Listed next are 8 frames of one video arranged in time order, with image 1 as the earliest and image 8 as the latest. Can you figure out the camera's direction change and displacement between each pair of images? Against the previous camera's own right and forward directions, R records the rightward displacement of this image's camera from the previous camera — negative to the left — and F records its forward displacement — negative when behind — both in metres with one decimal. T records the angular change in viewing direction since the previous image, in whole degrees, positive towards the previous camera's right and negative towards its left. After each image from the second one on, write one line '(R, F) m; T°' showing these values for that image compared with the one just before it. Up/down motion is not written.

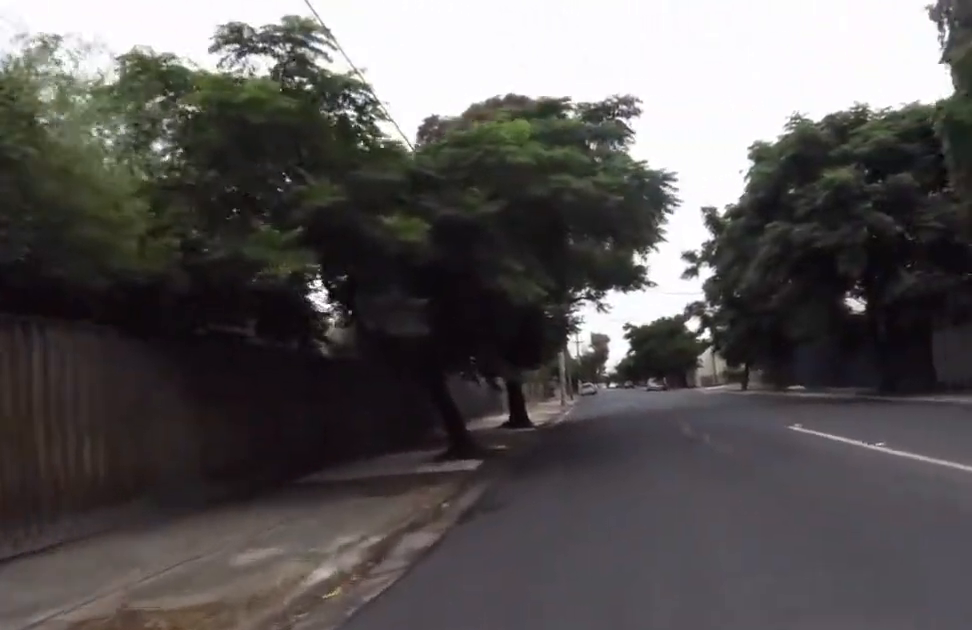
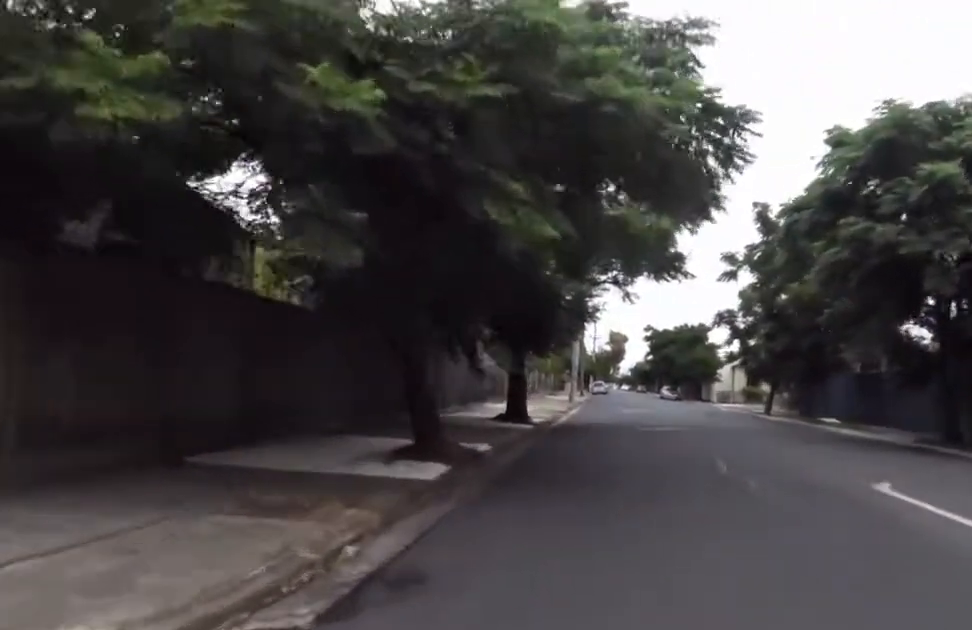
(+0.2, +3.1) m; +5°
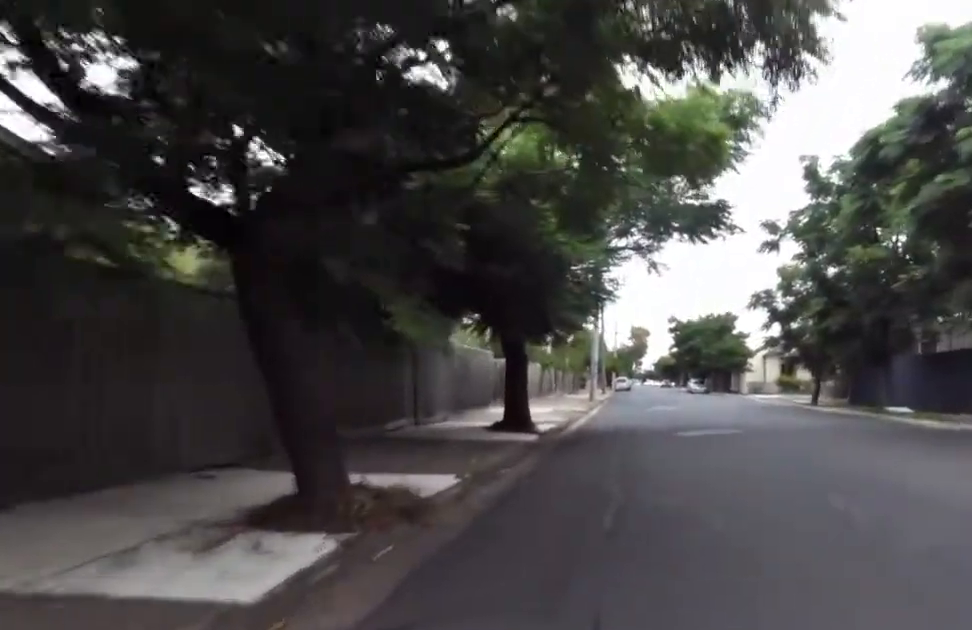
(0.0, +4.7) m; +2°
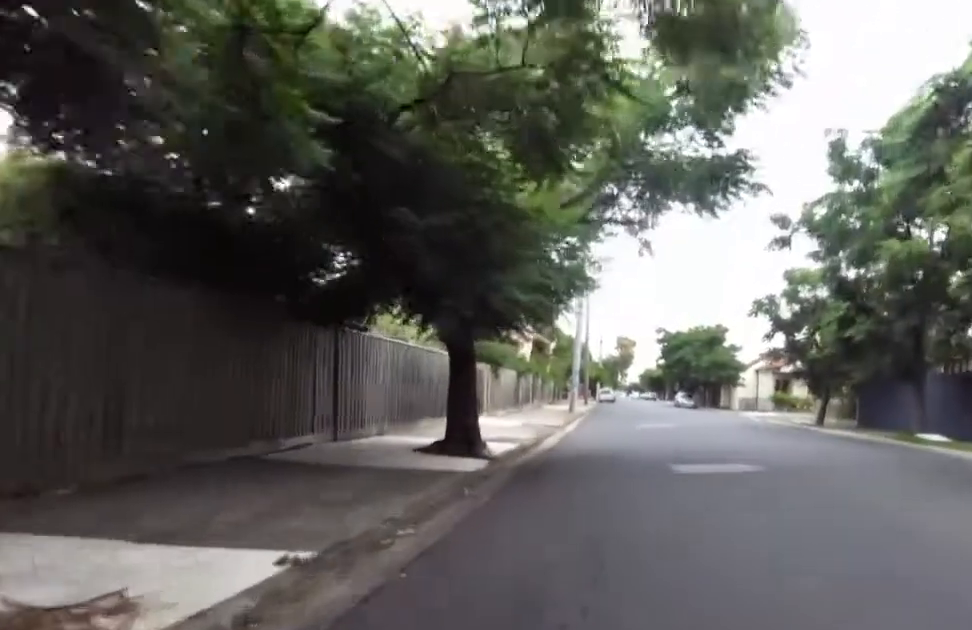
(0.0, +3.9) m; +7°
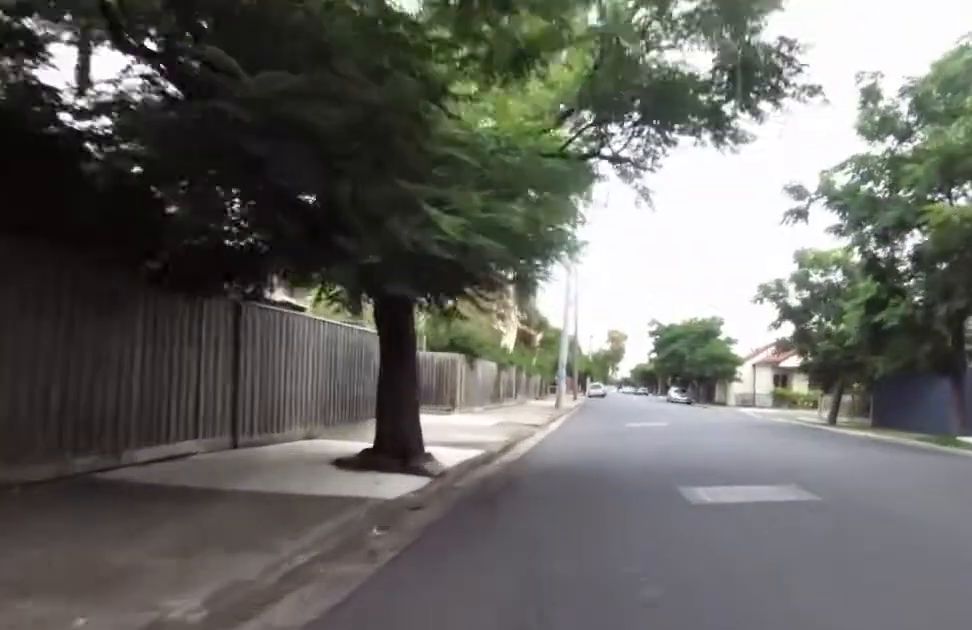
(+0.2, +3.1) m; +3°
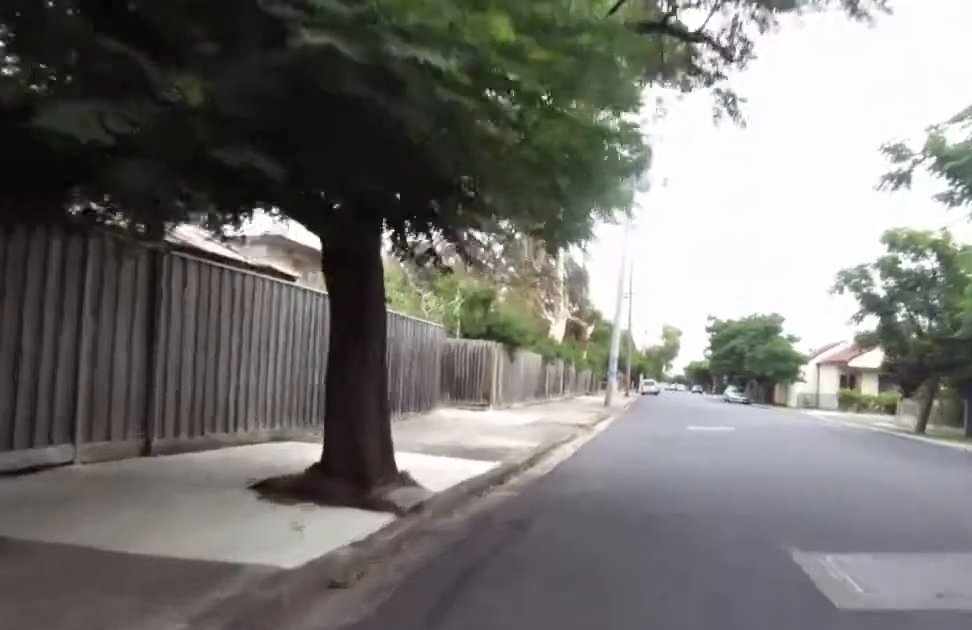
(+0.6, +3.2) m; 0°
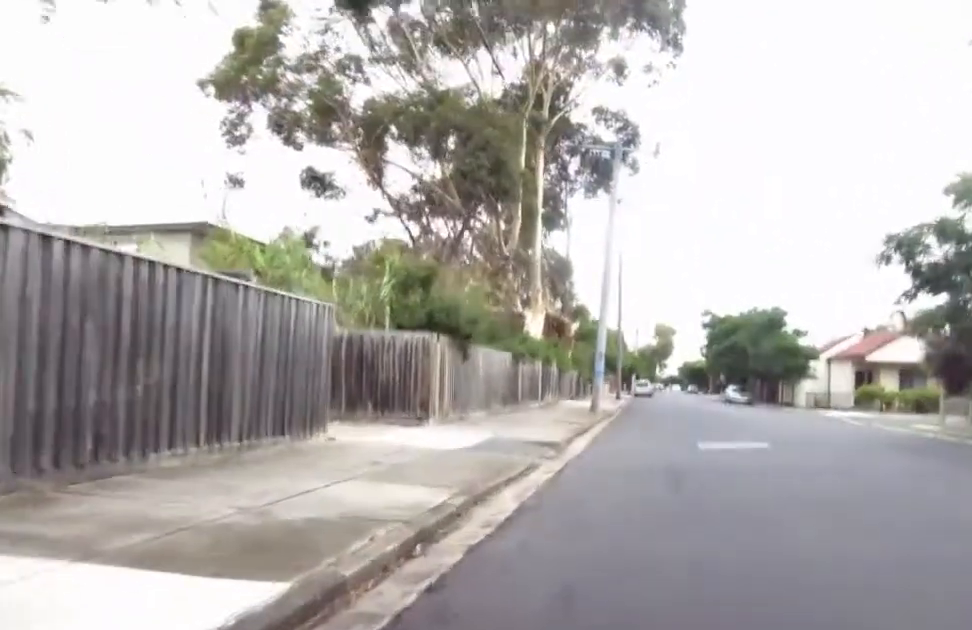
(-0.6, +5.6) m; 0°
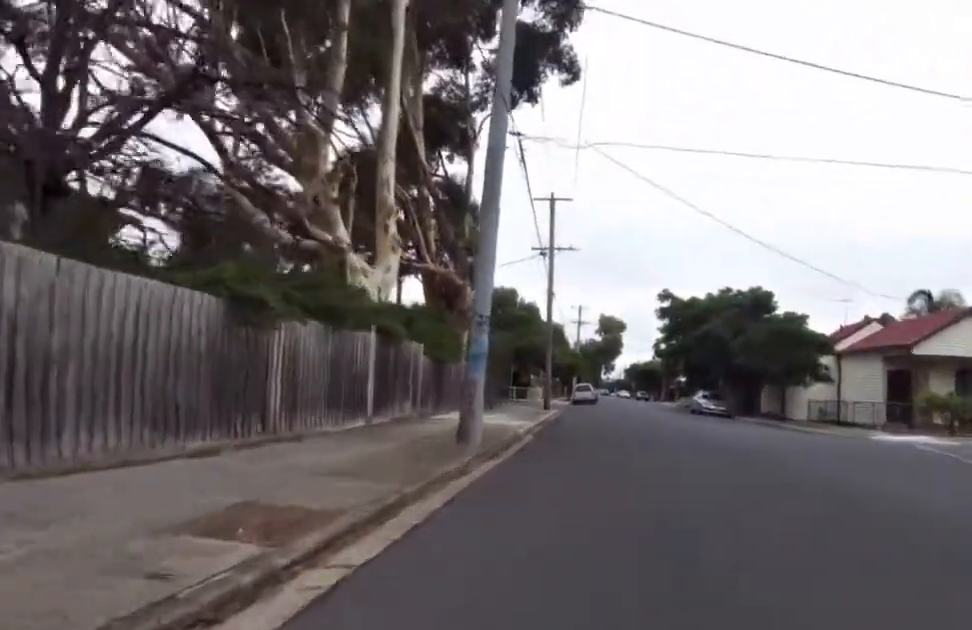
(-0.2, +16.0) m; -3°
